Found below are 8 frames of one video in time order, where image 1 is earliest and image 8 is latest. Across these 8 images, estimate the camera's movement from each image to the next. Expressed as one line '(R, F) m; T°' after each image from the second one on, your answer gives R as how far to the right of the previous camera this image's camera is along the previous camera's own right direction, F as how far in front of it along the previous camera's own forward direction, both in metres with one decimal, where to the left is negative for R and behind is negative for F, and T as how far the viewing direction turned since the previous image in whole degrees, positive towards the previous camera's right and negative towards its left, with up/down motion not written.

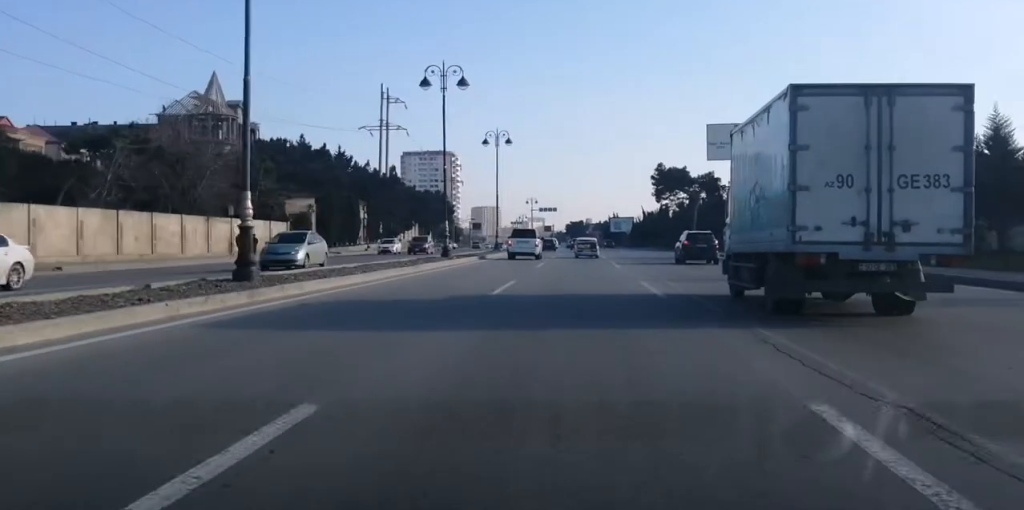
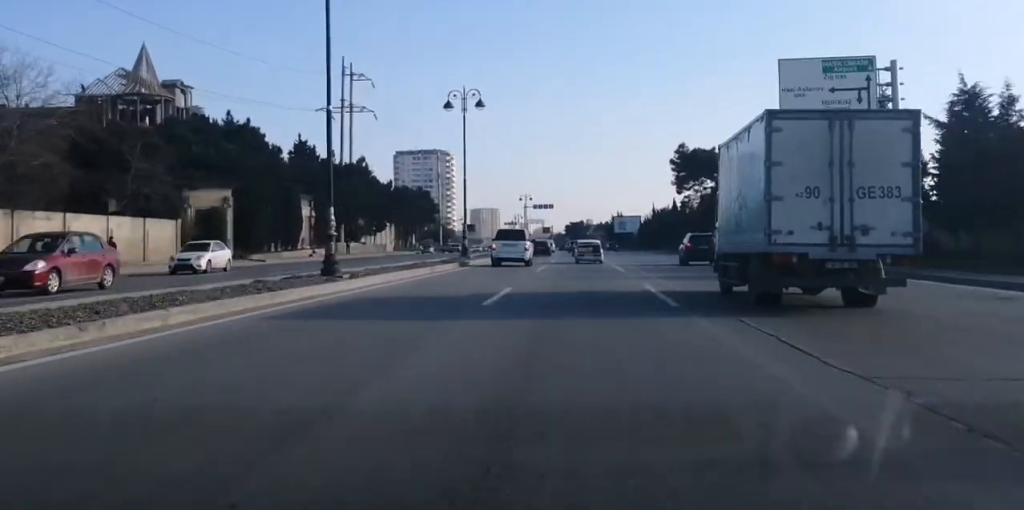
(-0.1, +23.8) m; -1°
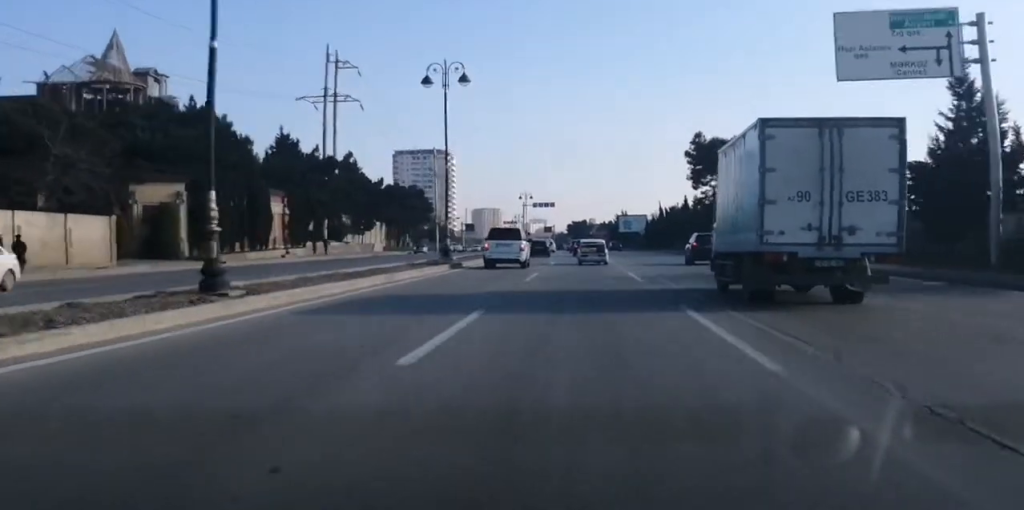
(+0.1, +9.0) m; -1°
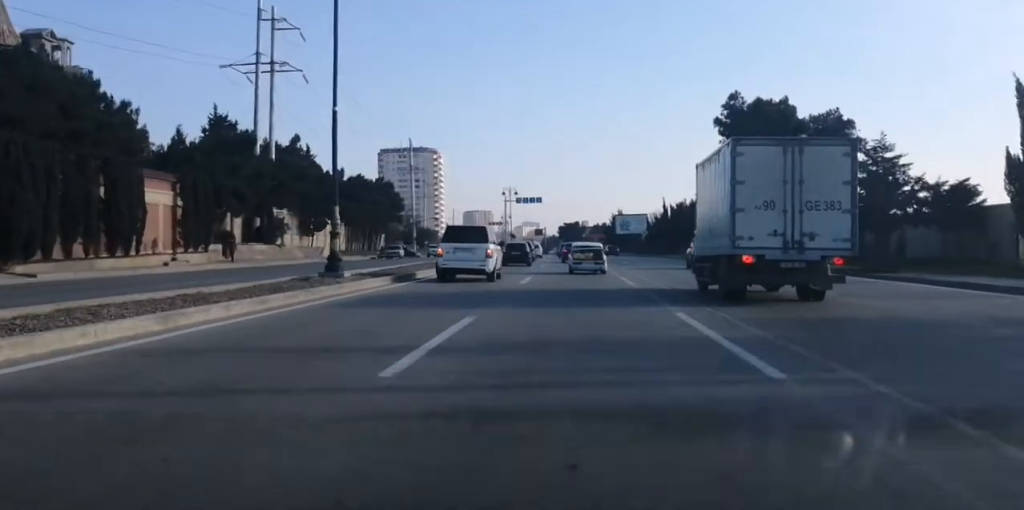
(-0.9, +21.1) m; -2°
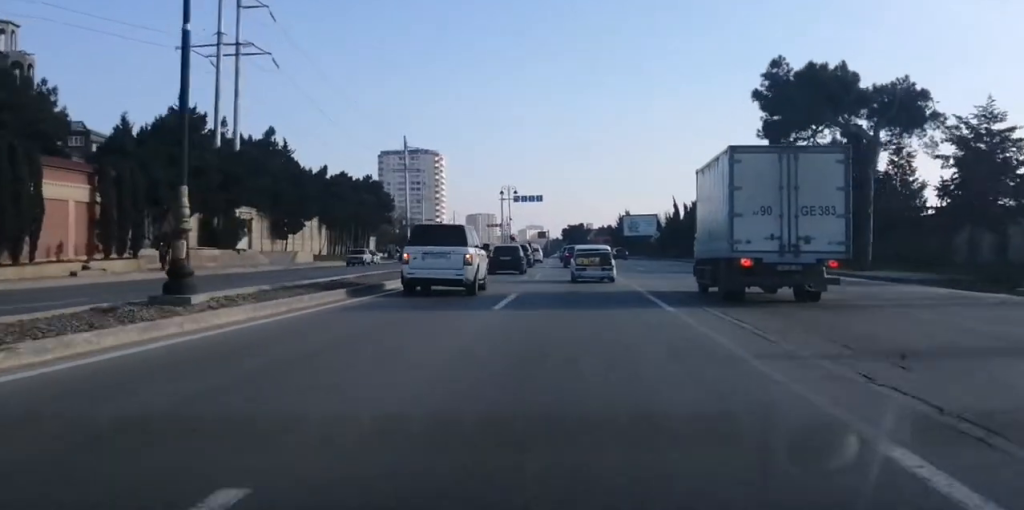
(+0.1, +10.7) m; +2°
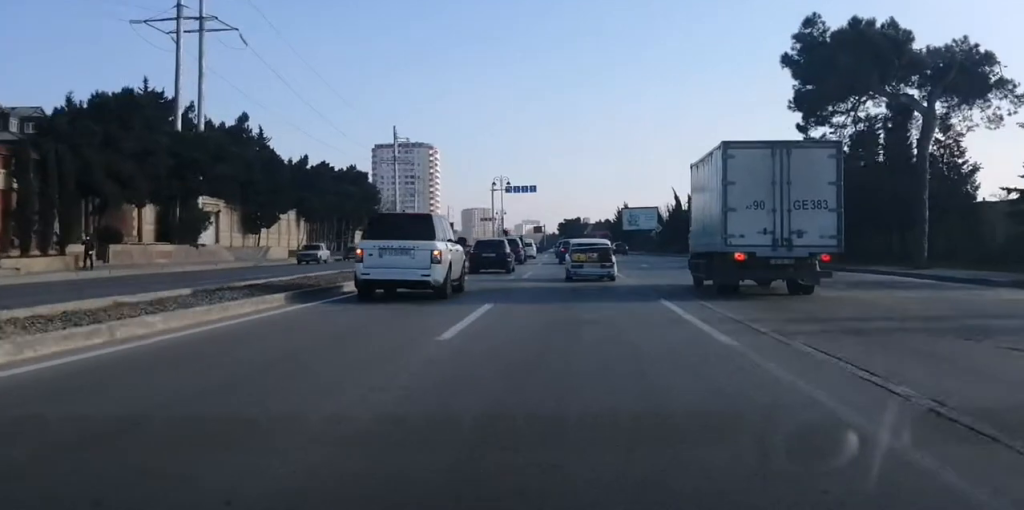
(+0.1, +7.4) m; 0°
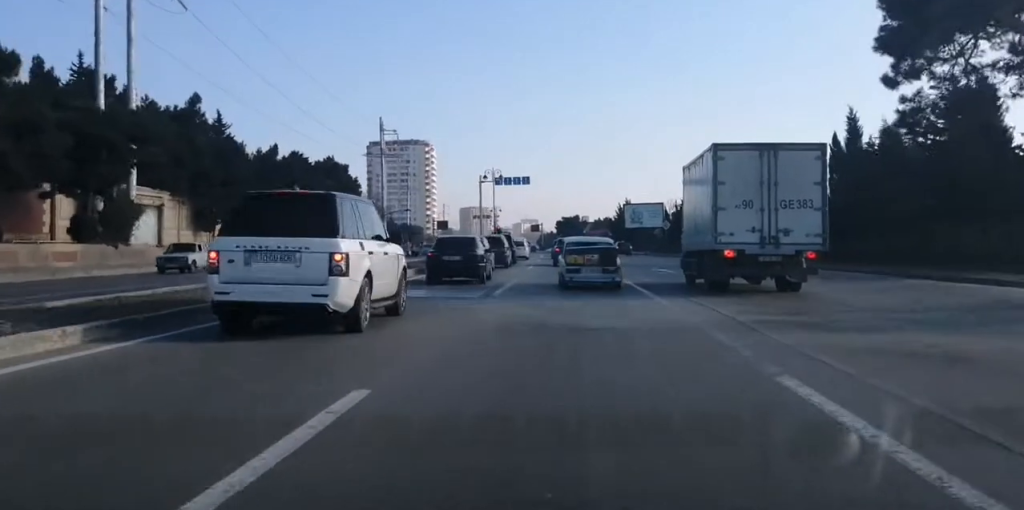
(+0.1, +10.9) m; 0°
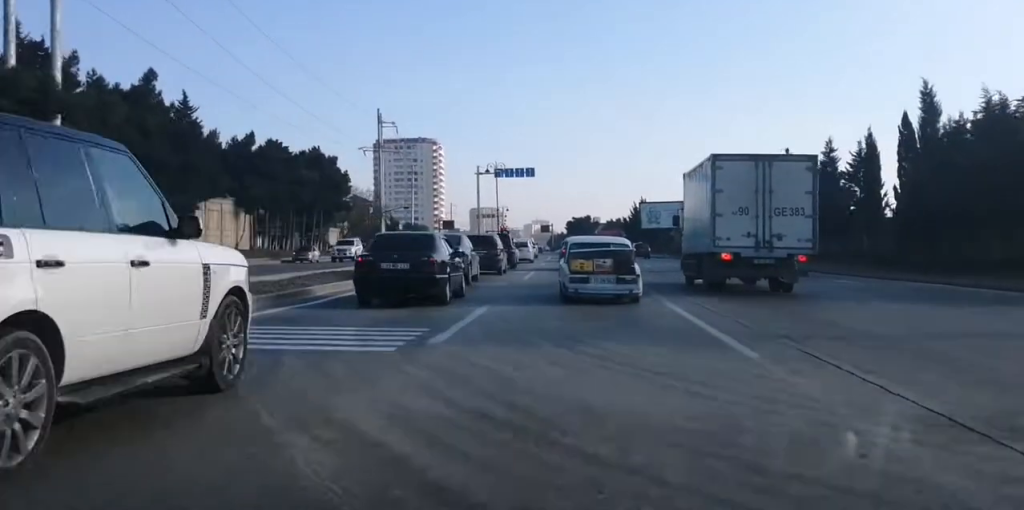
(0.0, +12.3) m; 0°
